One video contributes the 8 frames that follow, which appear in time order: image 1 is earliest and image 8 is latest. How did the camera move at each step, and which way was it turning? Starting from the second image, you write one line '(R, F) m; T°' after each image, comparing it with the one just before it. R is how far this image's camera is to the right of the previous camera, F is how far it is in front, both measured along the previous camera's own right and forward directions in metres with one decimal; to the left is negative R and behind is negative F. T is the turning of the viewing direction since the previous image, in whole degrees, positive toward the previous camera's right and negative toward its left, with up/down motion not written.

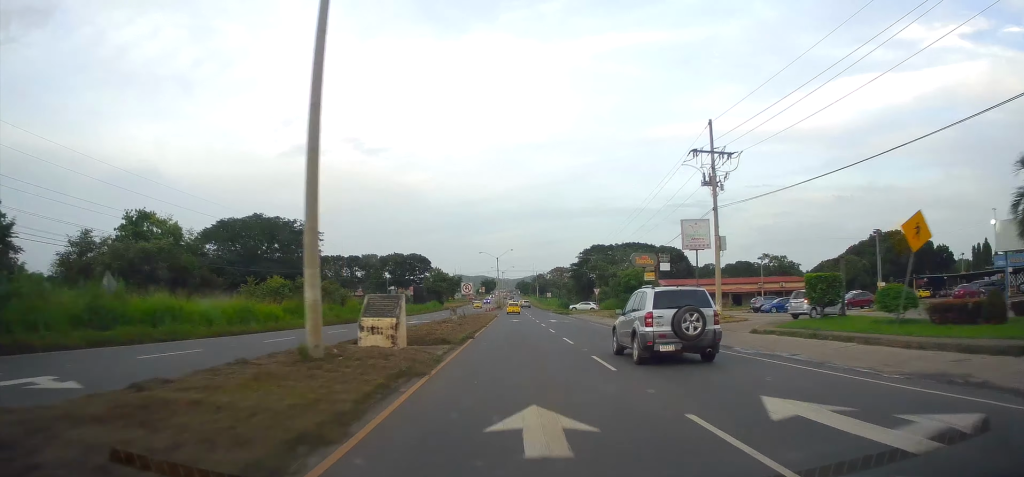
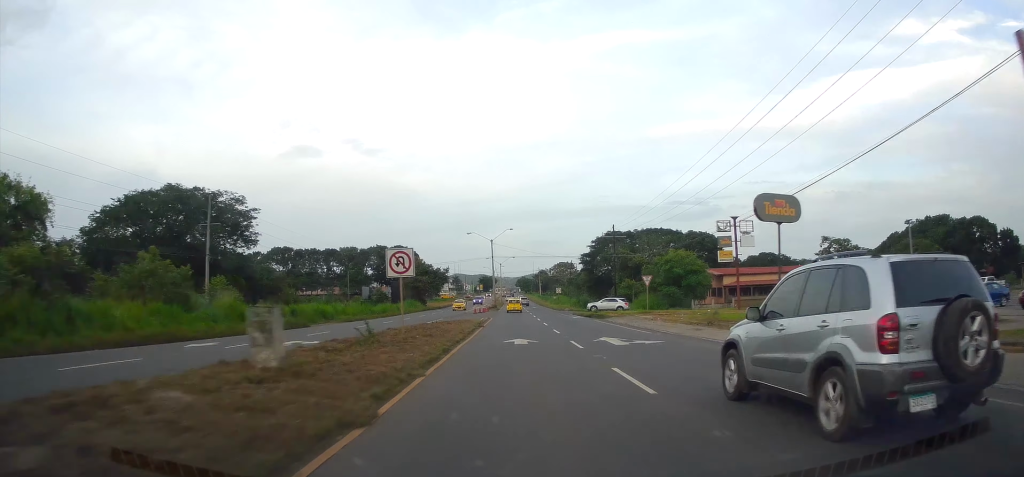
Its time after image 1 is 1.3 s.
(-0.1, +27.3) m; 0°
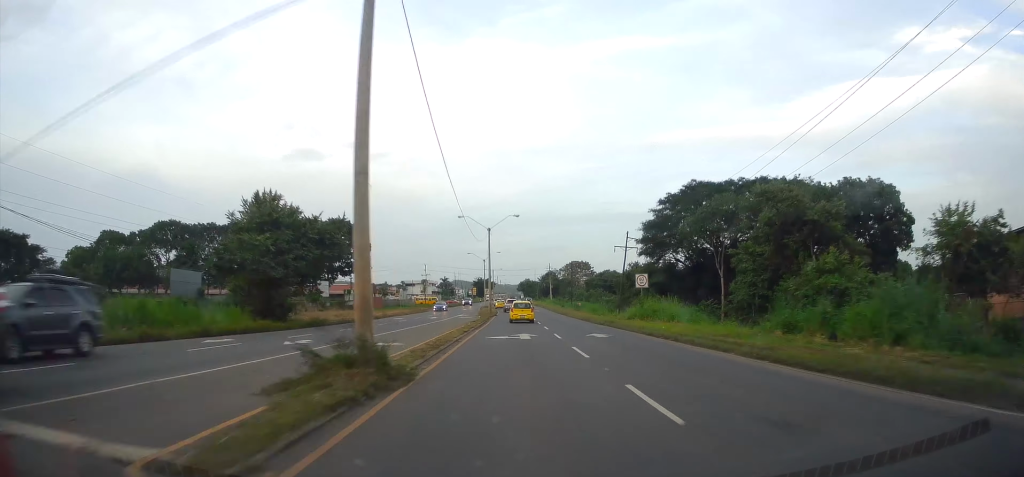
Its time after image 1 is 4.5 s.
(+0.4, +68.9) m; +1°
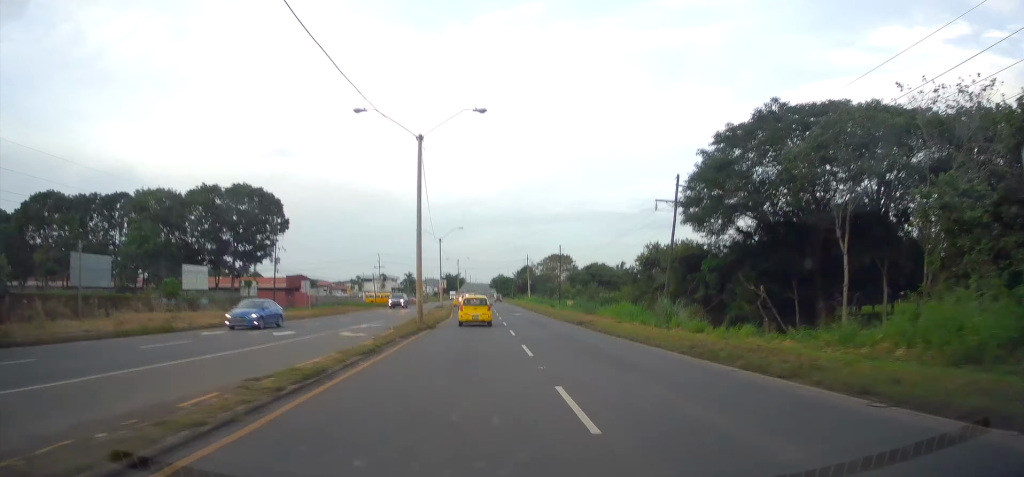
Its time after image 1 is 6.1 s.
(+0.2, +32.7) m; 0°
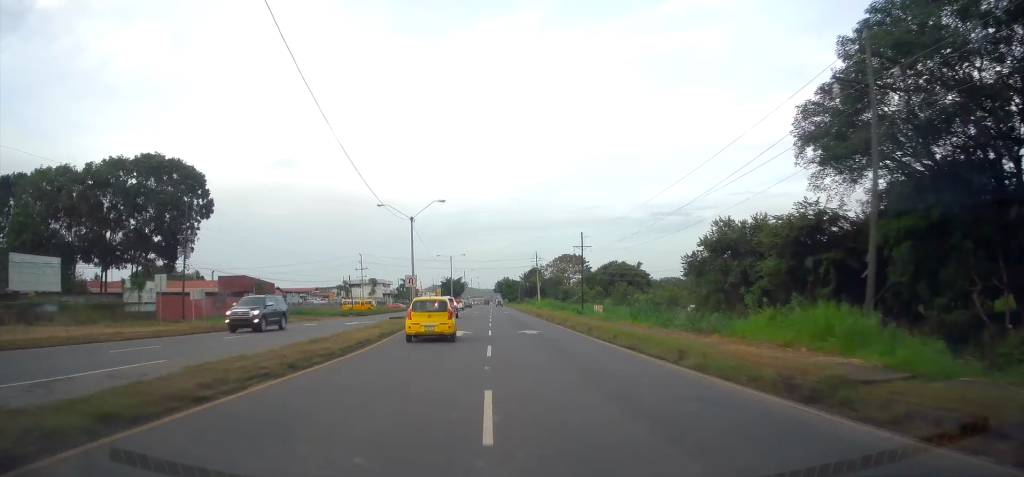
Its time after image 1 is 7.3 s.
(+0.1, +25.7) m; 0°
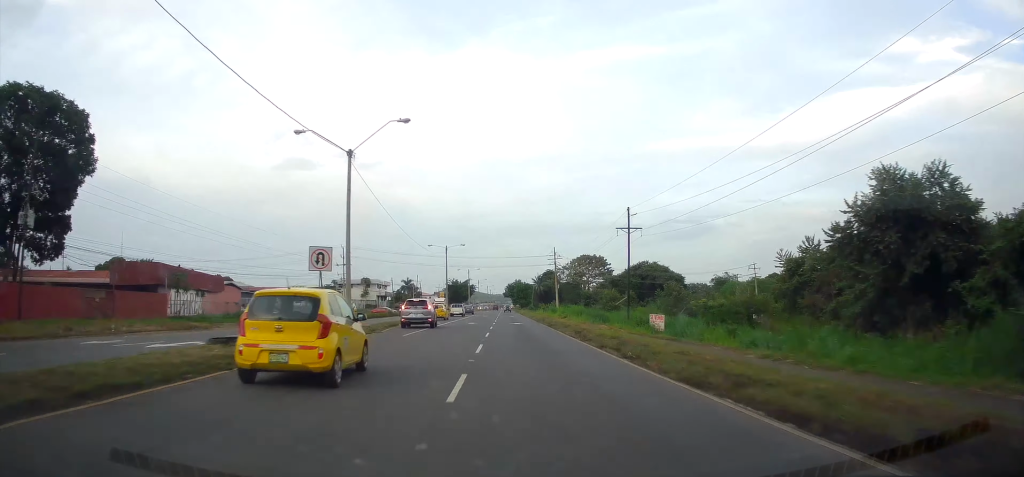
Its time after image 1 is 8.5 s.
(-0.2, +23.9) m; 0°
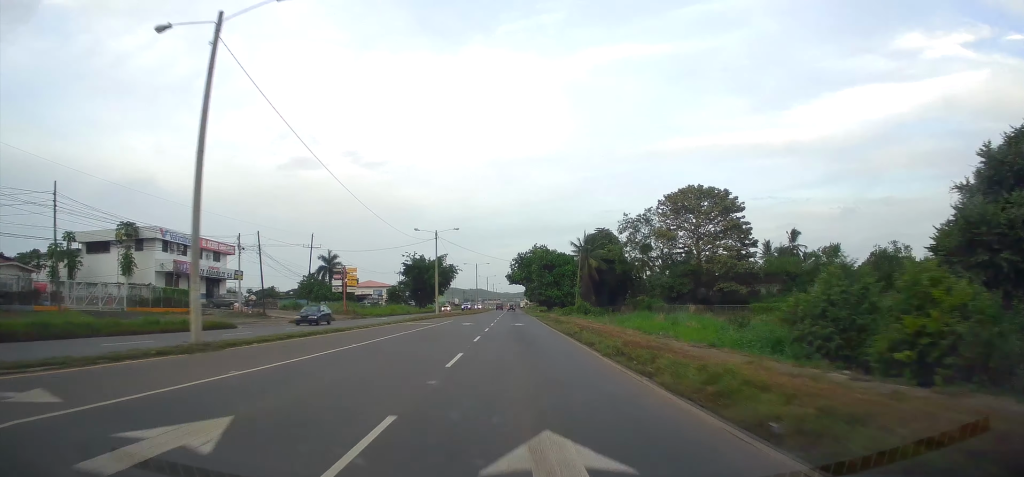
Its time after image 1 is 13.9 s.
(+0.7, +113.8) m; +1°
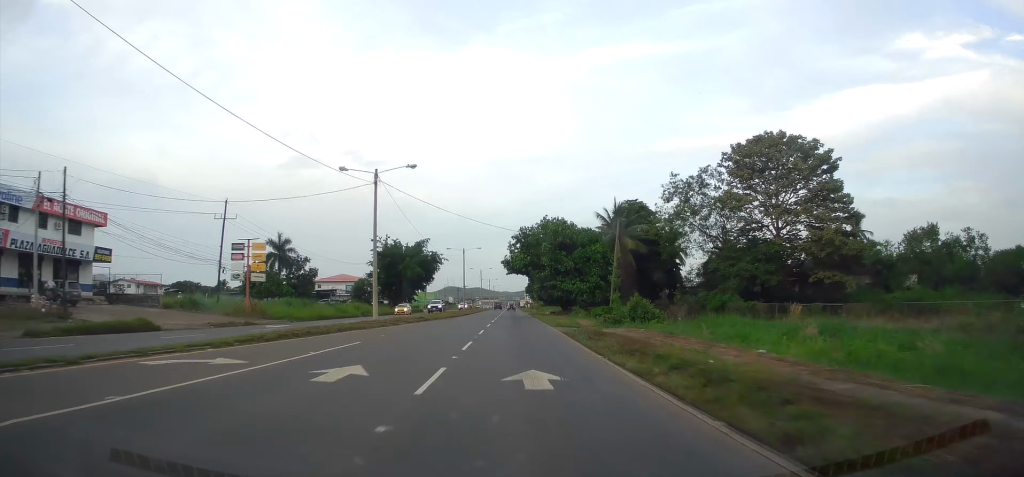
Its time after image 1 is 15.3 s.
(0.0, +28.7) m; 0°
